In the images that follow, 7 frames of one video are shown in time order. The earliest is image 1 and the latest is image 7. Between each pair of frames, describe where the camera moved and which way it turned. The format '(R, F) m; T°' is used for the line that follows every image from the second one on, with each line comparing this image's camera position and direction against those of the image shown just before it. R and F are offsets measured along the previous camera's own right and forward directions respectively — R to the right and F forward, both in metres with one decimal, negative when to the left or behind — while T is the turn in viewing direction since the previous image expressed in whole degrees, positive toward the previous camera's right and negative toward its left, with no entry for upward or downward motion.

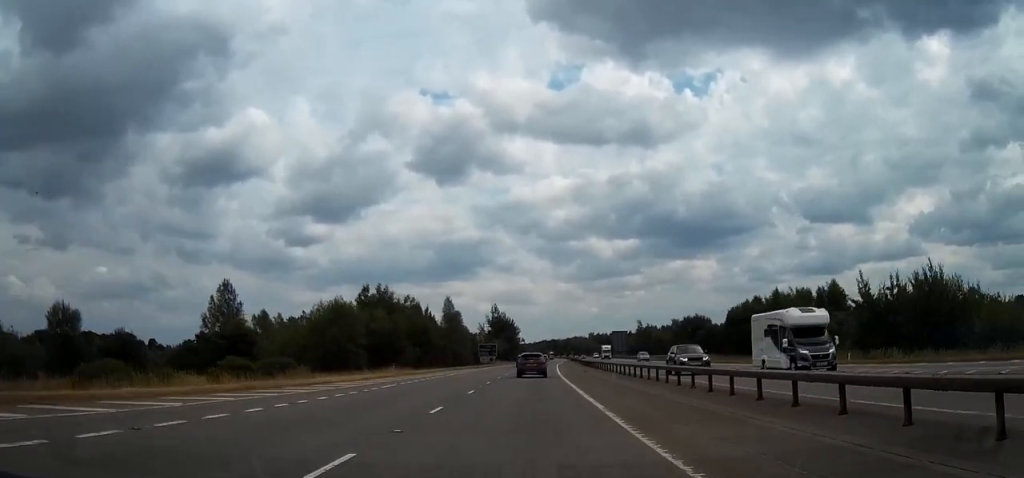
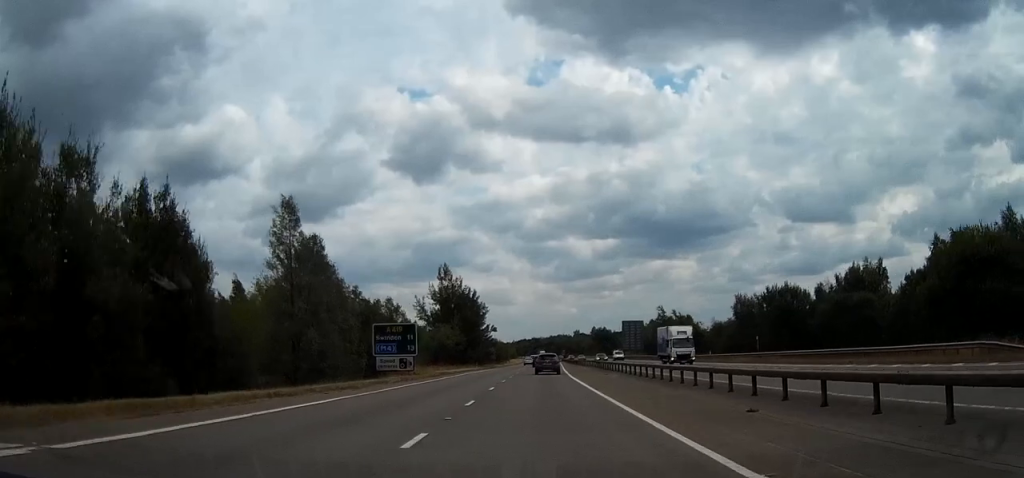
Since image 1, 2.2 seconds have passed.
(+0.7, +68.1) m; +1°
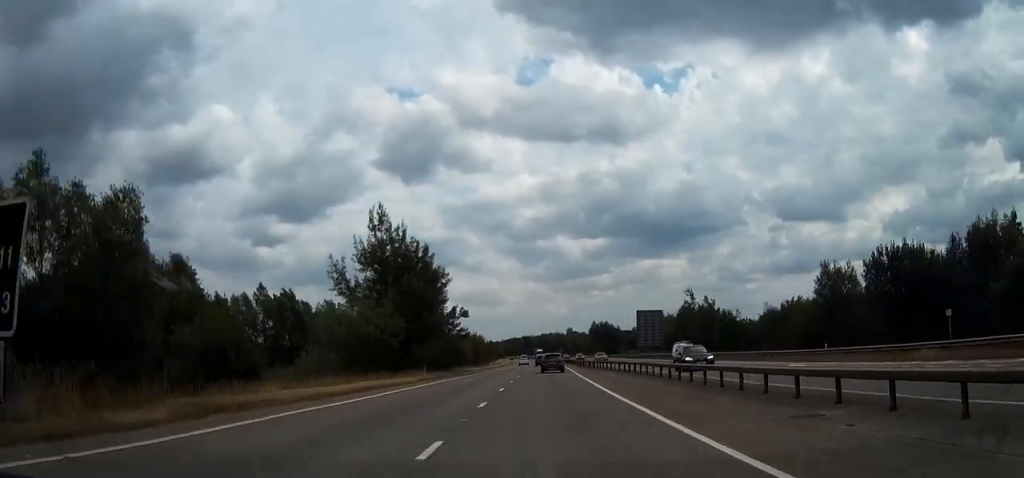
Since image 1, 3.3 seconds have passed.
(+0.1, +36.7) m; 0°
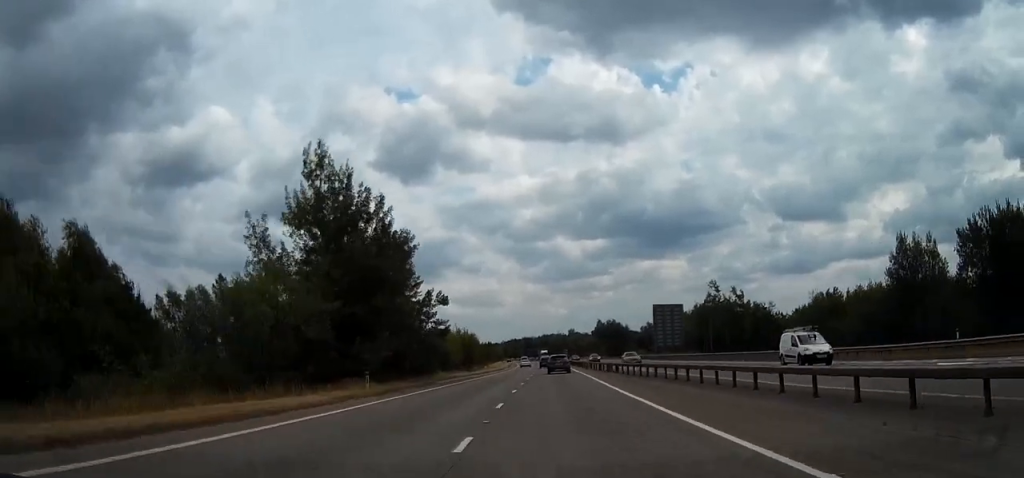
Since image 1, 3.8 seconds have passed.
(0.0, +17.3) m; 0°
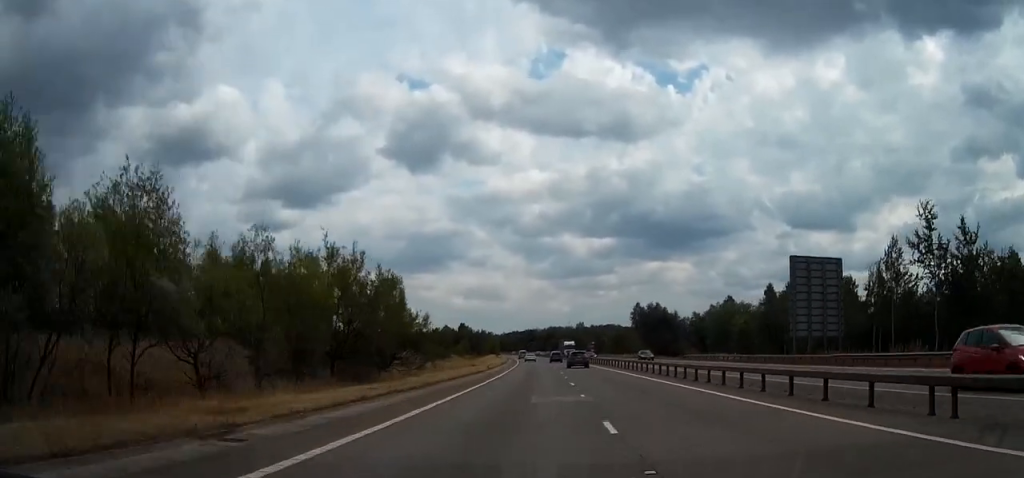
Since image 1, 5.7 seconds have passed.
(+0.2, +60.3) m; 0°
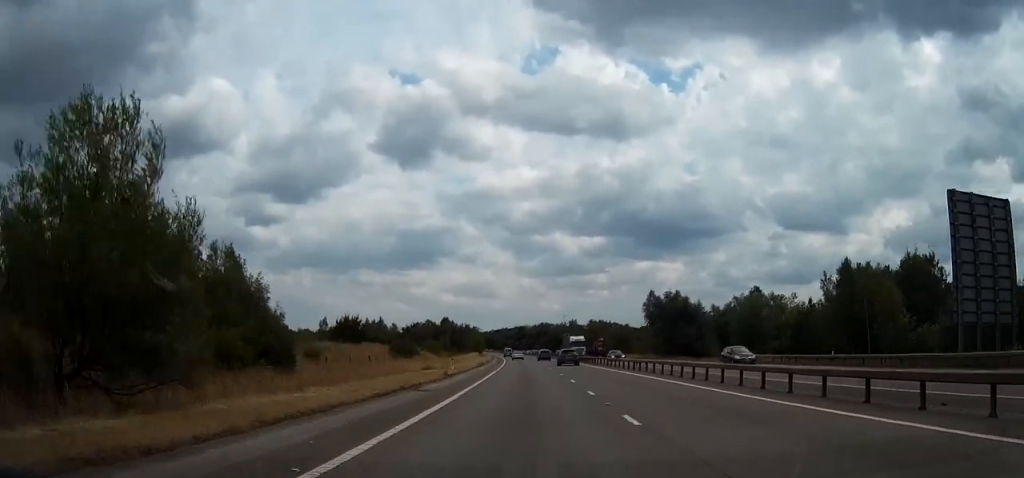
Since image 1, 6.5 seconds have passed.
(0.0, +25.5) m; 0°
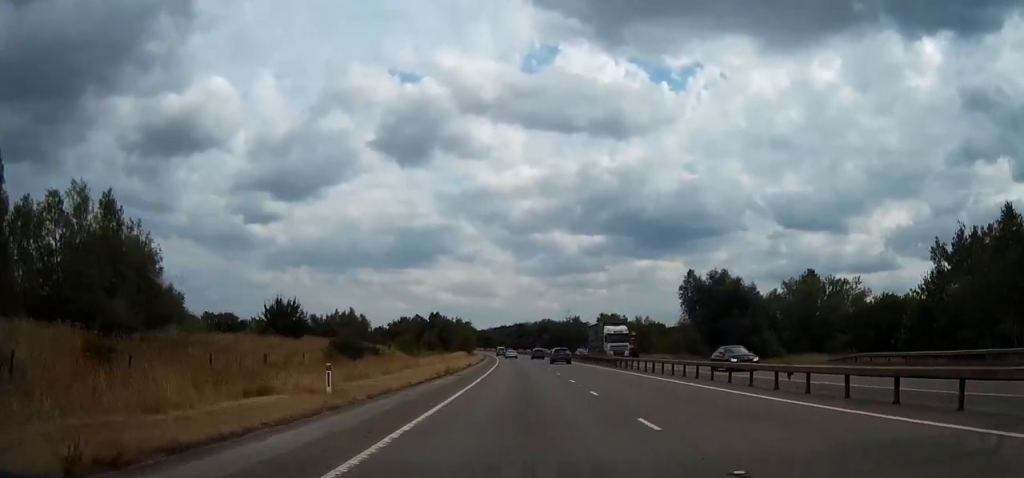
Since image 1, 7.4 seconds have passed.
(0.0, +26.9) m; -1°
